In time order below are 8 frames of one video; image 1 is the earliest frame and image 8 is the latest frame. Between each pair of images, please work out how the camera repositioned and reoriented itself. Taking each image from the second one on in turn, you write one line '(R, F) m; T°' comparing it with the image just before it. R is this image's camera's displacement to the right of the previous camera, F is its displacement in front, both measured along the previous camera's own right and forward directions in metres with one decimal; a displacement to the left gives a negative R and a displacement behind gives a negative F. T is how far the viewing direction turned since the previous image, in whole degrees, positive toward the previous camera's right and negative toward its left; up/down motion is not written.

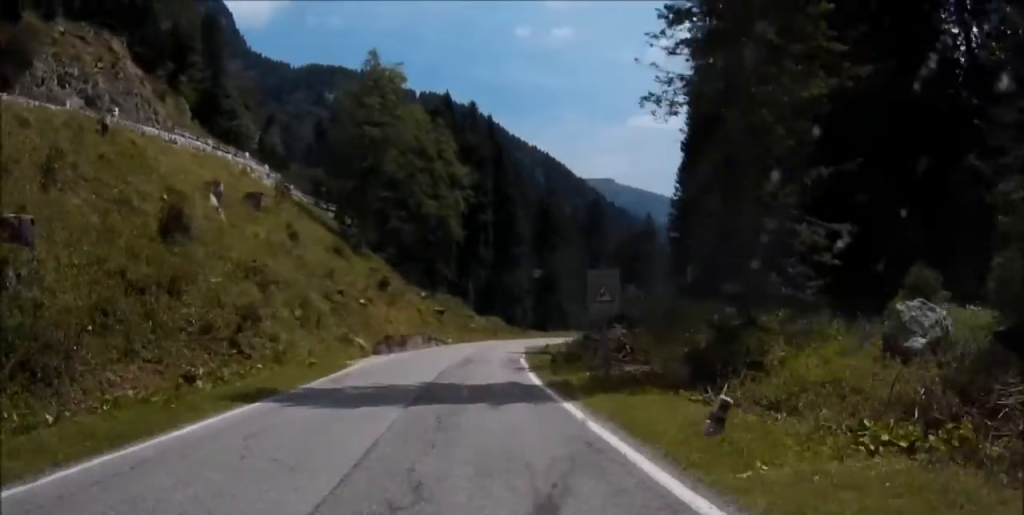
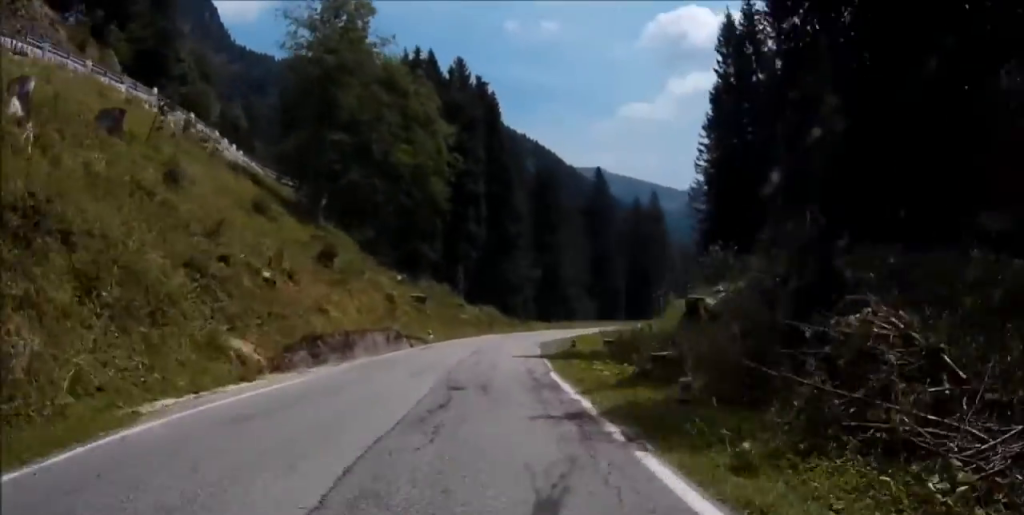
(+0.4, +12.6) m; +2°
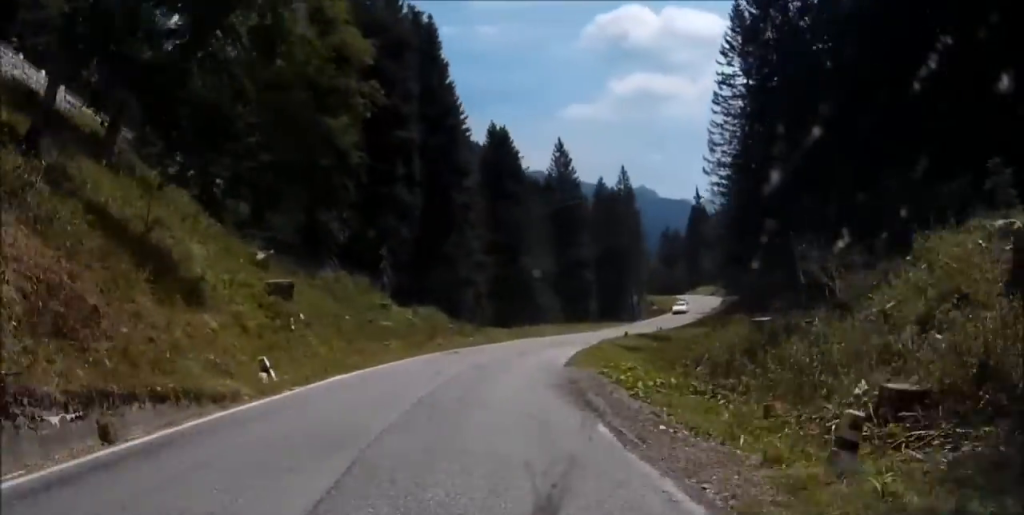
(+0.1, +21.0) m; 0°
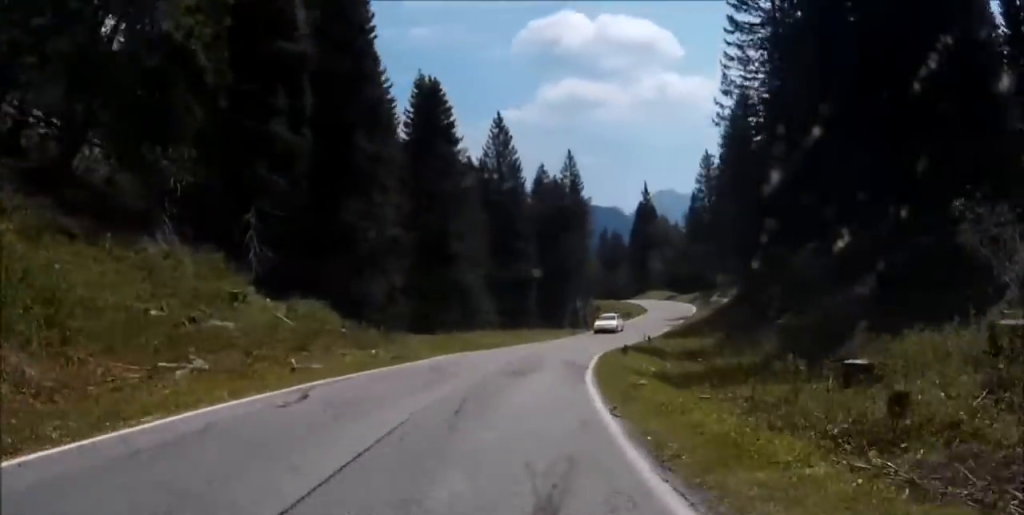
(0.0, +15.8) m; 0°
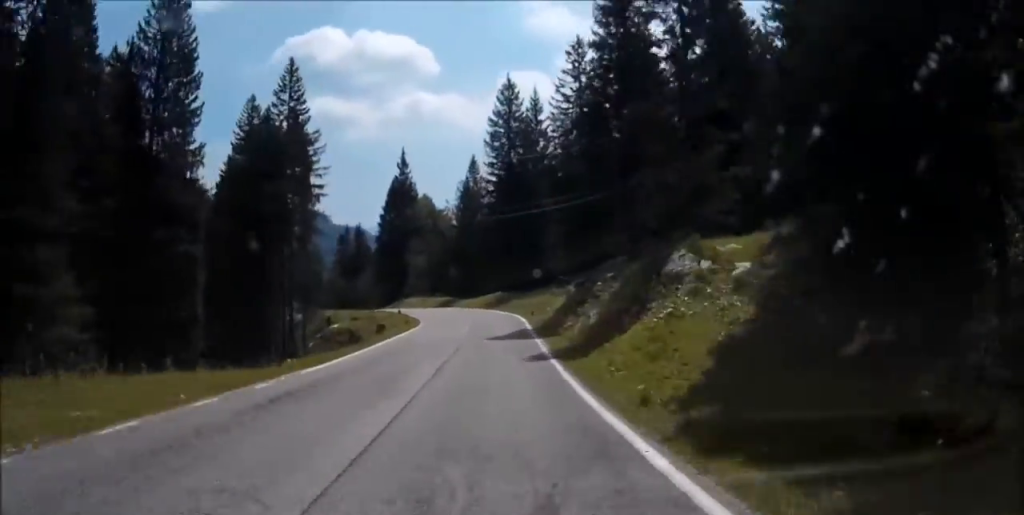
(0.0, +41.7) m; 0°
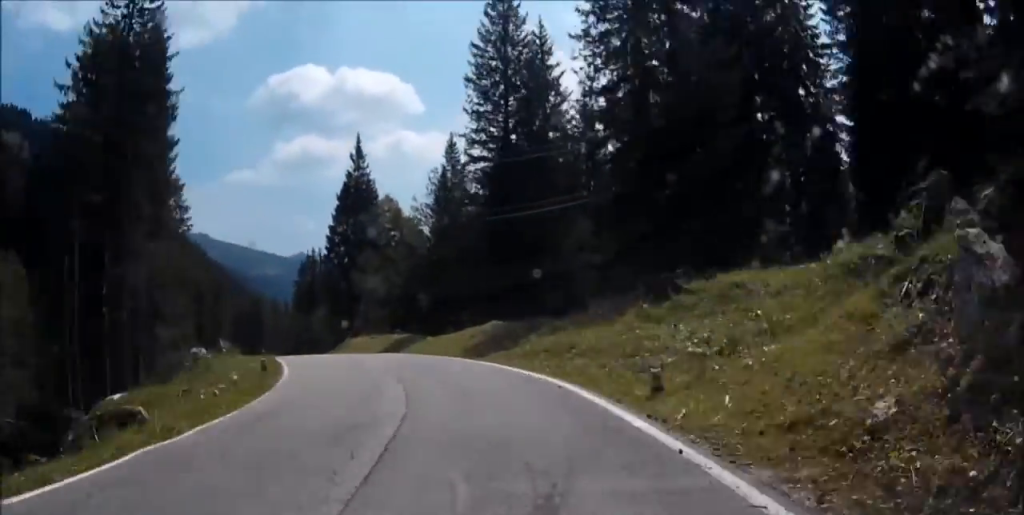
(0.0, +29.0) m; 0°
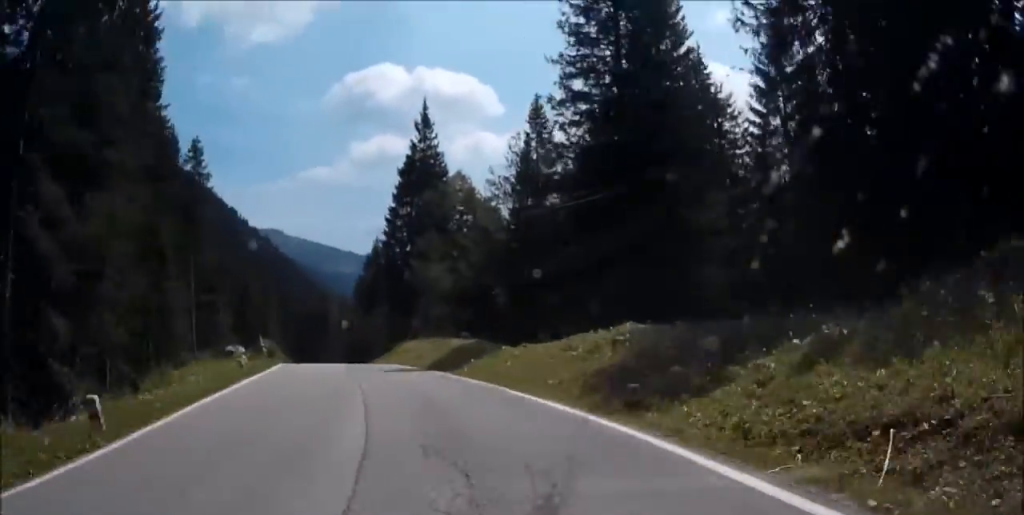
(0.0, +14.1) m; 0°
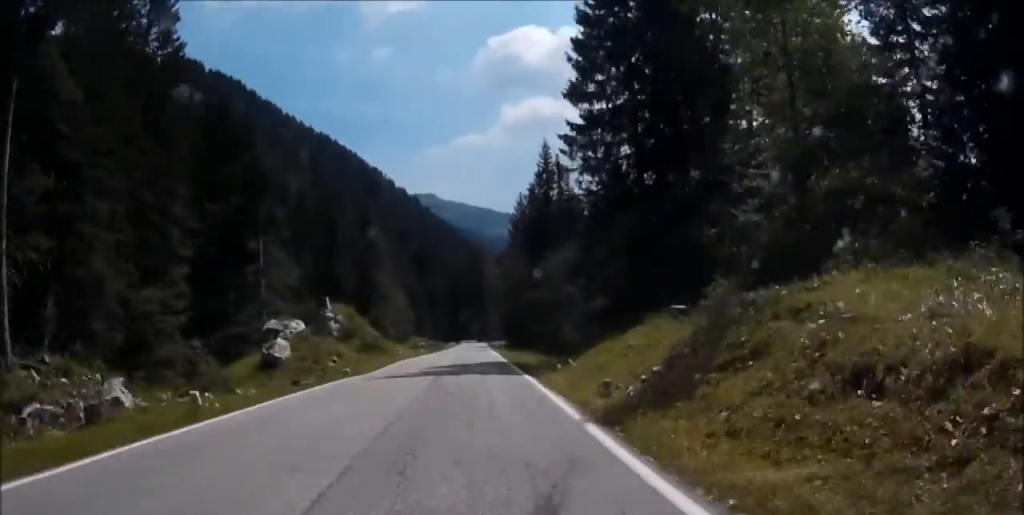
(0.0, +44.6) m; 0°
